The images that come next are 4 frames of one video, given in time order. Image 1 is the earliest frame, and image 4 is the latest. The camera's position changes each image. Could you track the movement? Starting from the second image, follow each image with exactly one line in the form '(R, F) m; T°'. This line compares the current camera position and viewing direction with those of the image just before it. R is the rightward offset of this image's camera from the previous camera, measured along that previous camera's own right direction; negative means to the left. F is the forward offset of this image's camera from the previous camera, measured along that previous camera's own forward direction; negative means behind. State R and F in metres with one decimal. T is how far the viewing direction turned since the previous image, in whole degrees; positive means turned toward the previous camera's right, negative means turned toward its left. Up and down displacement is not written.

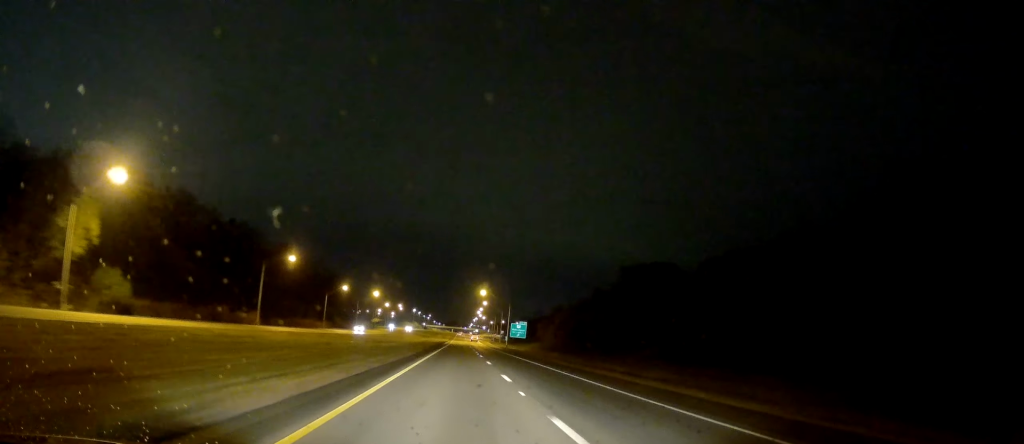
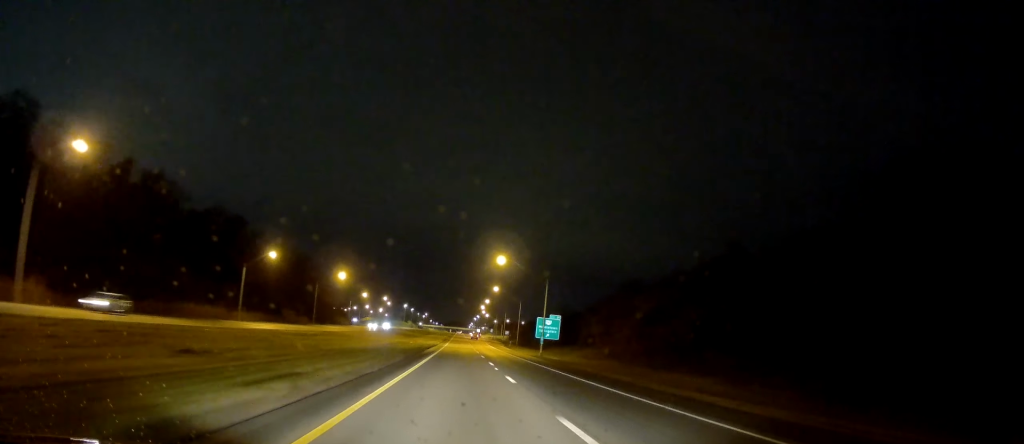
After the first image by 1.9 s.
(-0.2, +60.7) m; 0°
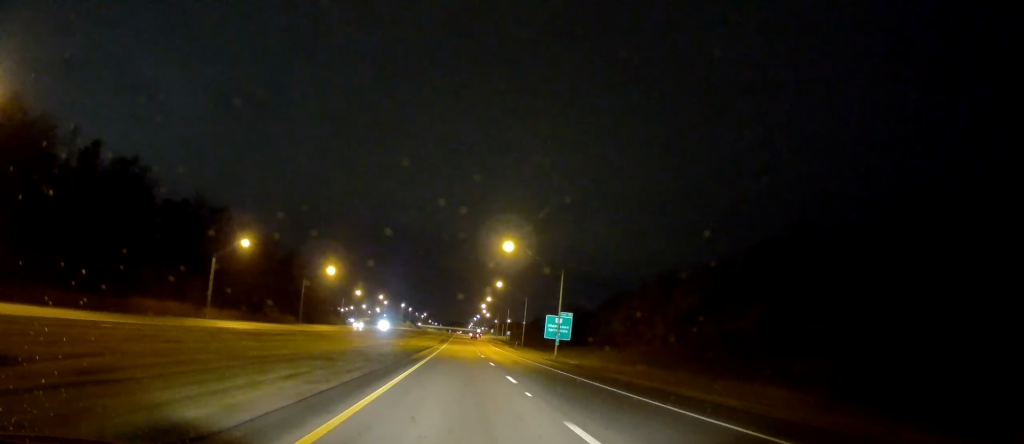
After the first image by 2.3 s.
(0.0, +12.4) m; 0°
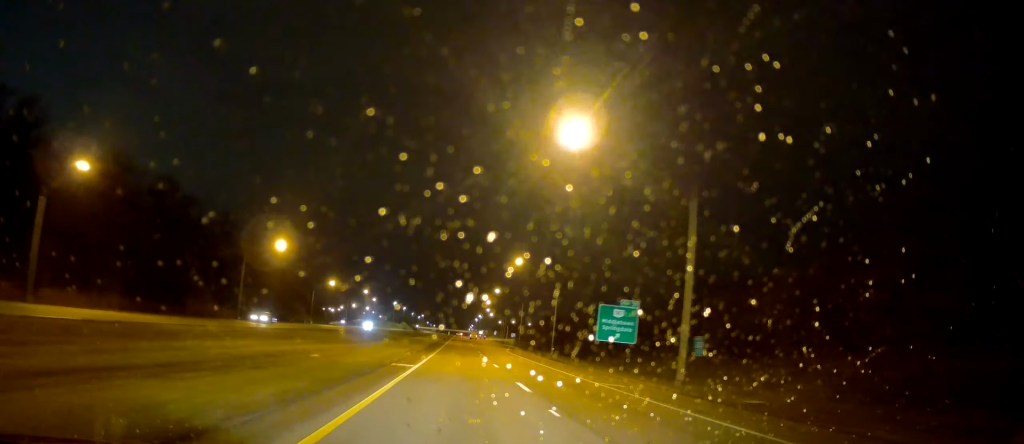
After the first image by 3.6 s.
(0.0, +39.2) m; 0°
